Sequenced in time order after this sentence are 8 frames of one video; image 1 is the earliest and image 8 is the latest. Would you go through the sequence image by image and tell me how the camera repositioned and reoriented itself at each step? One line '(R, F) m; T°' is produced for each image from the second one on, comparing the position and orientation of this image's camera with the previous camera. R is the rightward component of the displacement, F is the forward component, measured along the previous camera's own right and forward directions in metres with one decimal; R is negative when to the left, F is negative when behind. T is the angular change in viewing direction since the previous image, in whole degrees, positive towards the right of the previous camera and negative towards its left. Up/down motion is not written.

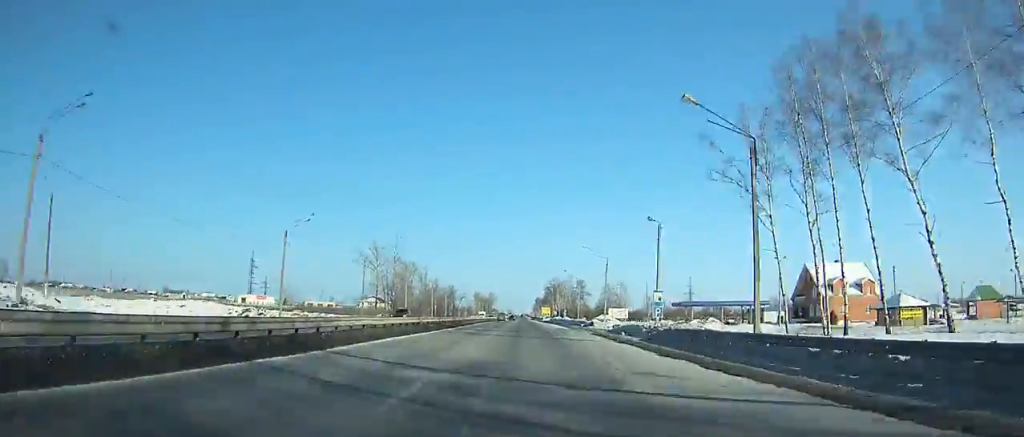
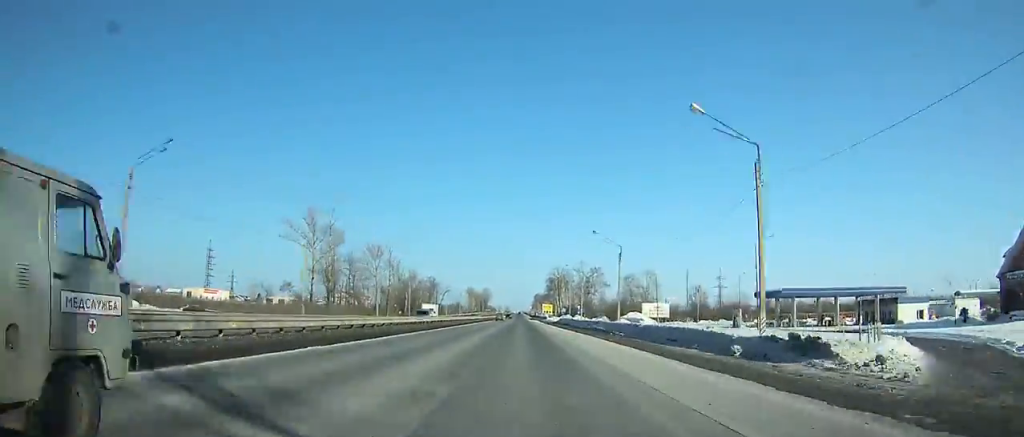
(0.0, +57.0) m; 0°
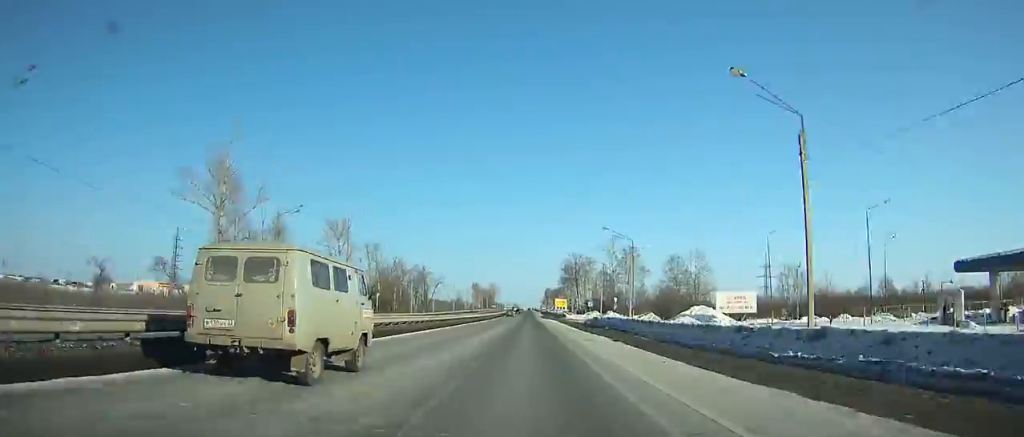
(-0.1, +46.4) m; 0°
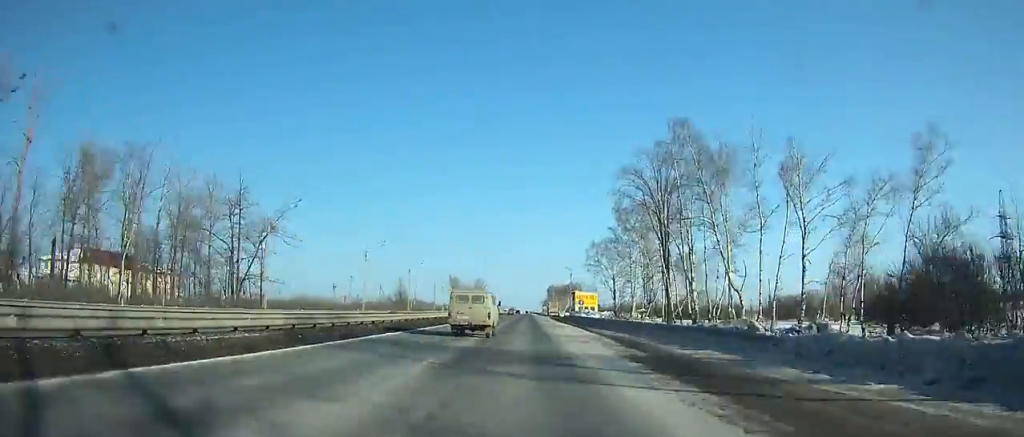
(+0.1, +132.6) m; 0°
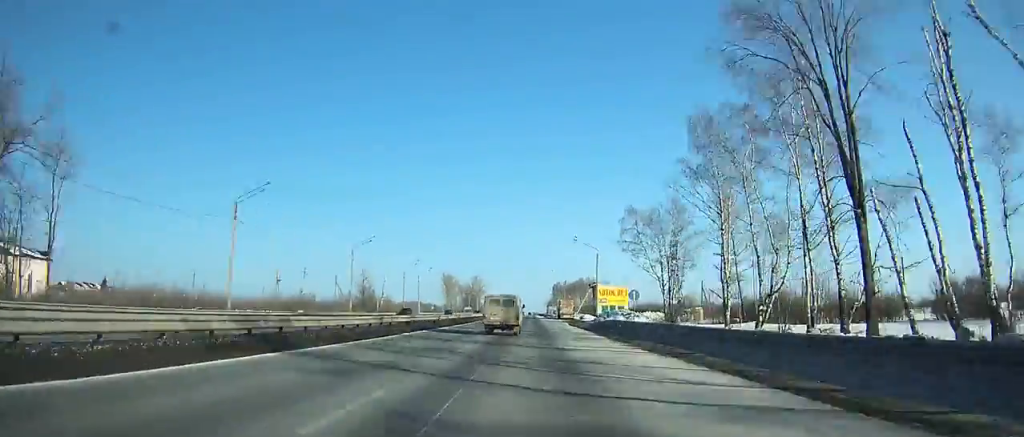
(-0.1, +40.6) m; 0°
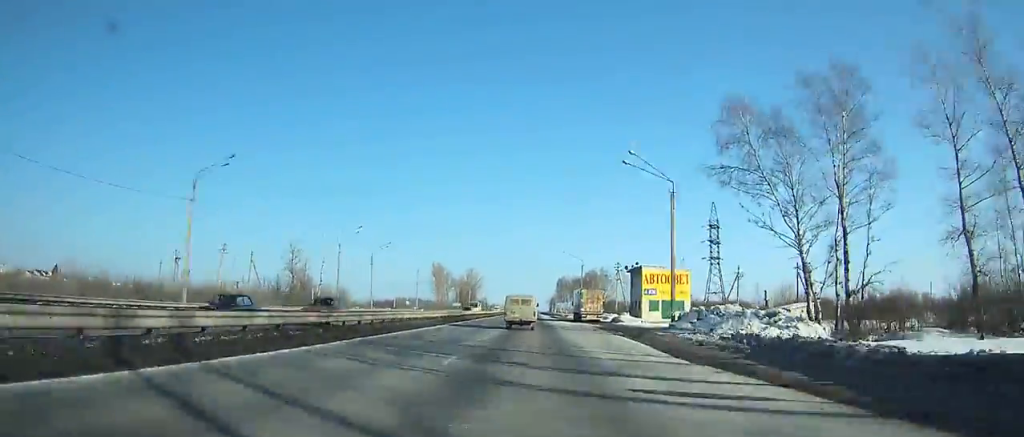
(0.0, +40.3) m; 0°
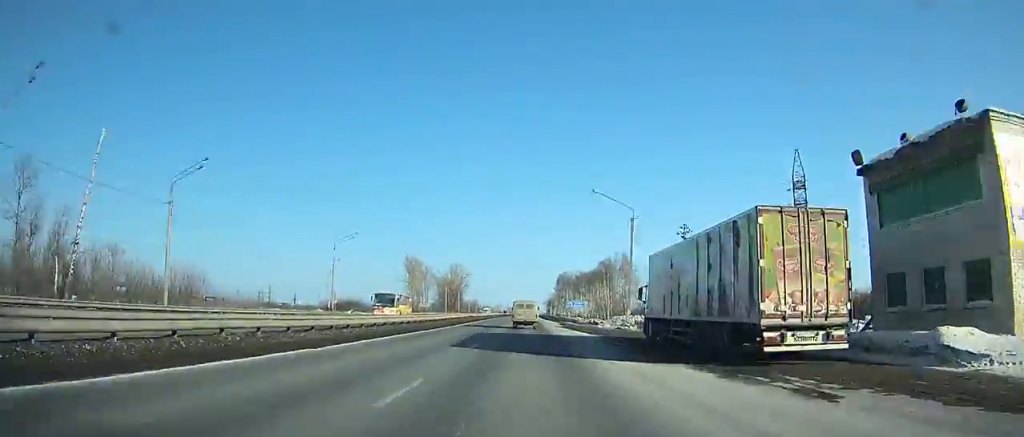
(0.0, +53.4) m; 0°
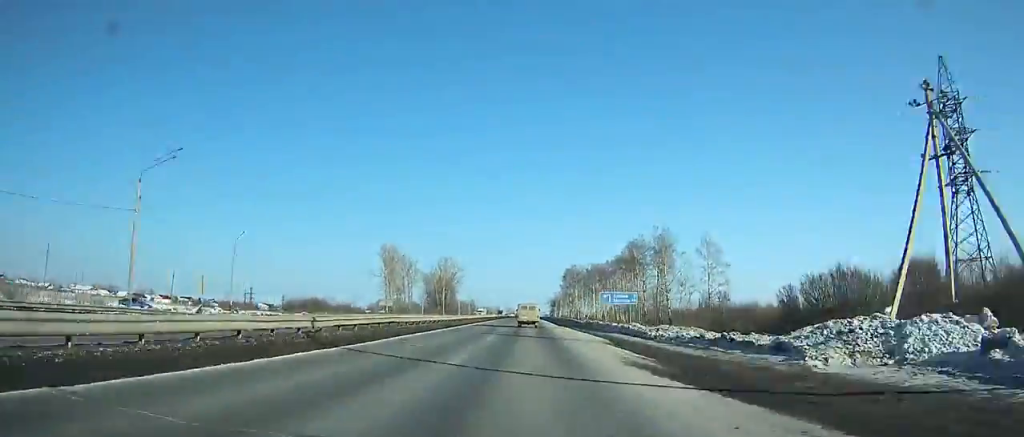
(0.0, +41.8) m; 0°
